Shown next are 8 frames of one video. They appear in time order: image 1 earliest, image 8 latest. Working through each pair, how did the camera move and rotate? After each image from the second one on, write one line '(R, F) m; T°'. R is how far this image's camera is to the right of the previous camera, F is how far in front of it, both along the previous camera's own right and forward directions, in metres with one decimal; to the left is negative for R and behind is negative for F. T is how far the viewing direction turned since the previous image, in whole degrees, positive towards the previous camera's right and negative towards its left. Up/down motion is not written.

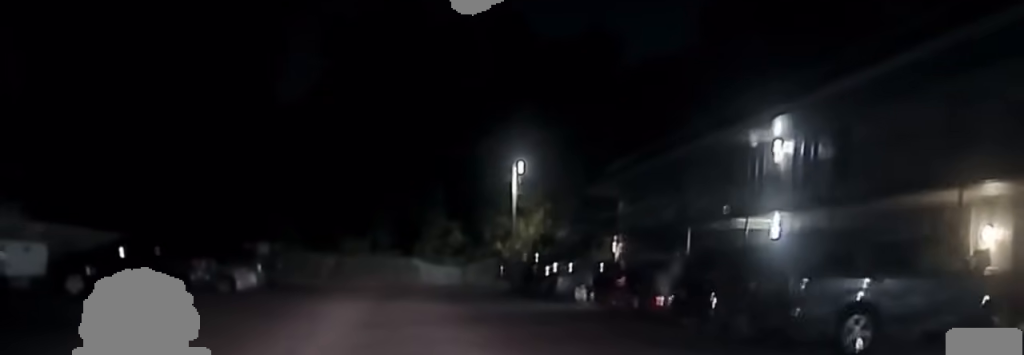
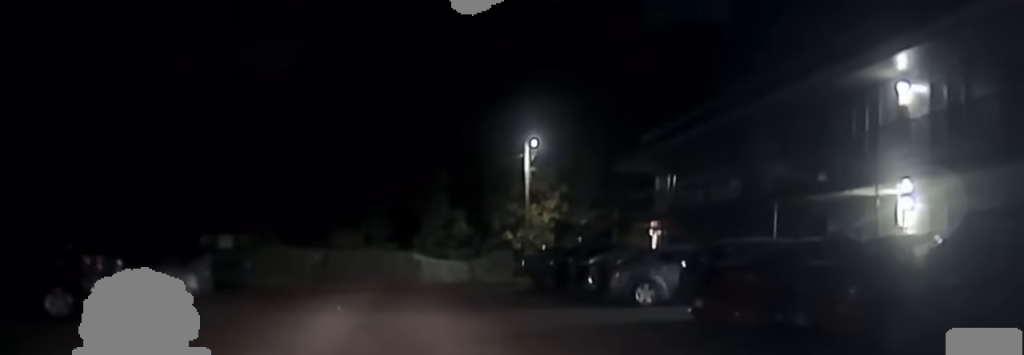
(+0.3, +7.9) m; -2°
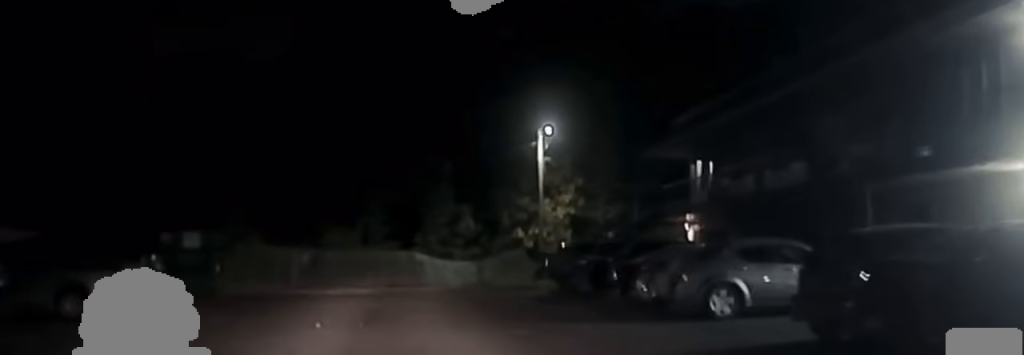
(-0.4, +5.3) m; -4°
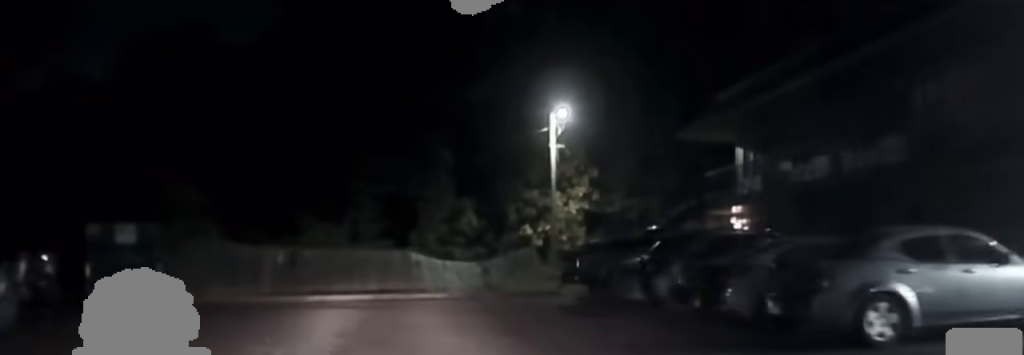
(0.0, +4.7) m; +3°
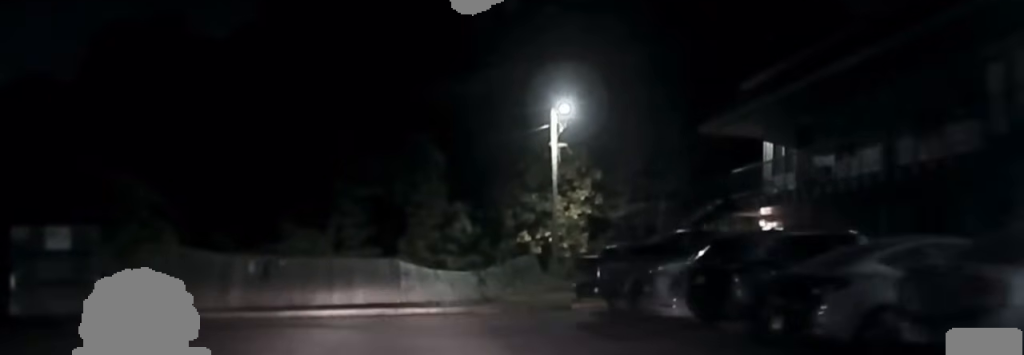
(0.0, +3.2) m; +1°
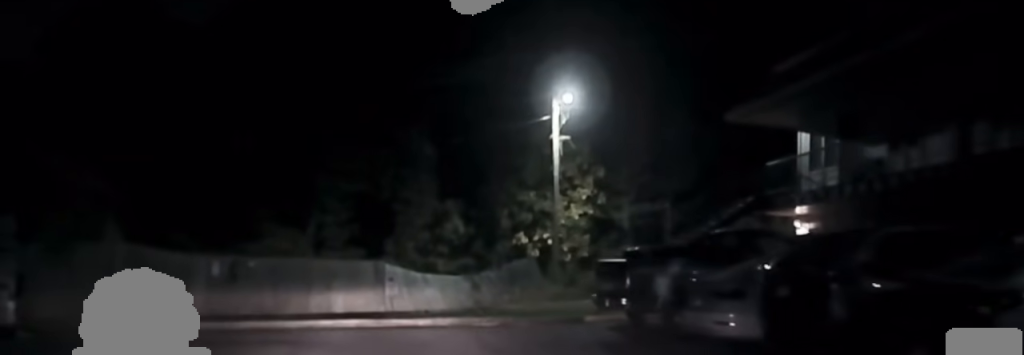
(+0.2, +3.3) m; -1°
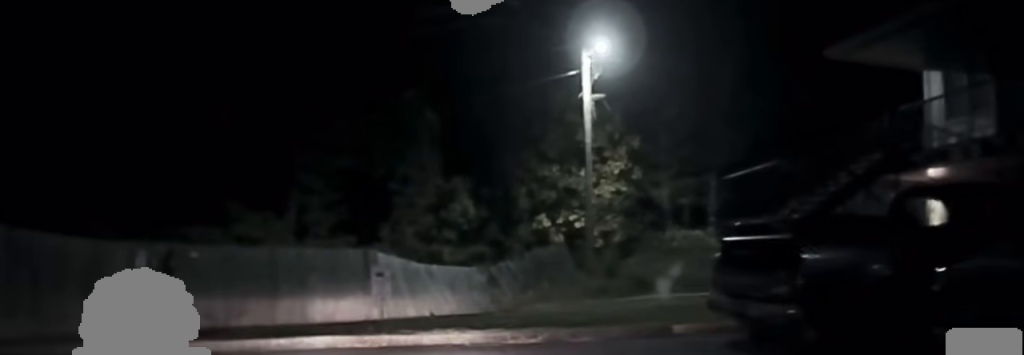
(-0.5, +7.4) m; -10°
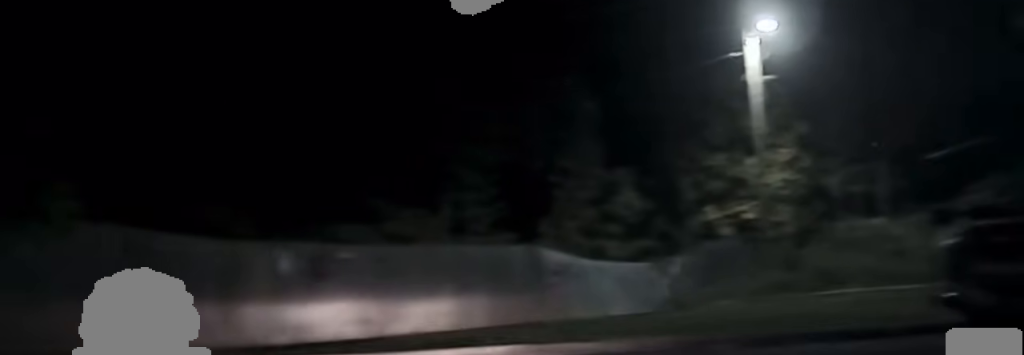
(+0.2, +2.4) m; -11°
